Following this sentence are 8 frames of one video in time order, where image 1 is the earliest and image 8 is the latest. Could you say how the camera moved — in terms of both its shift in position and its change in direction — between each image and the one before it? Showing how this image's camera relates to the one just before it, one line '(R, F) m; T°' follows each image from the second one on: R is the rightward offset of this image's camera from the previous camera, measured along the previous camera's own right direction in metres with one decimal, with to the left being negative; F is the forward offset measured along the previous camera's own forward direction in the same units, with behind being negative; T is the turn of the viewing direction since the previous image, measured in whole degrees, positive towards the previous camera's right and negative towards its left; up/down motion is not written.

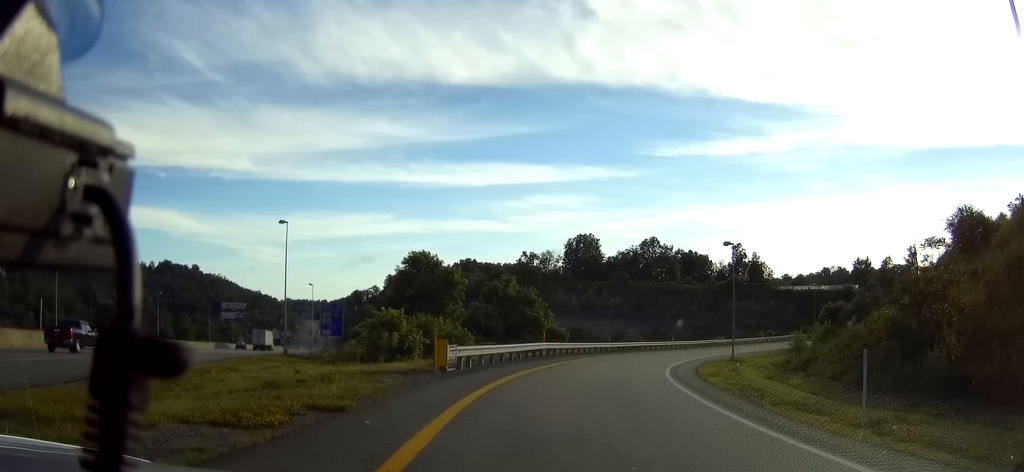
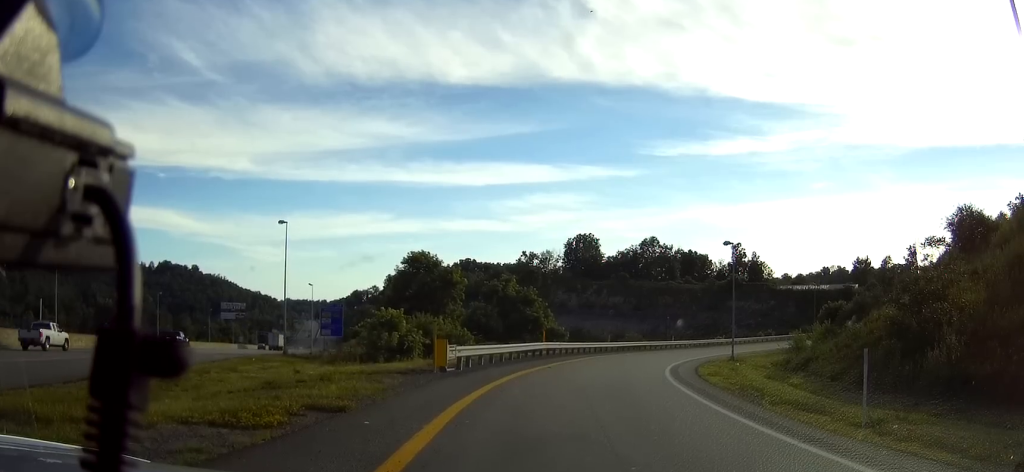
(0.0, 0.0) m; 0°
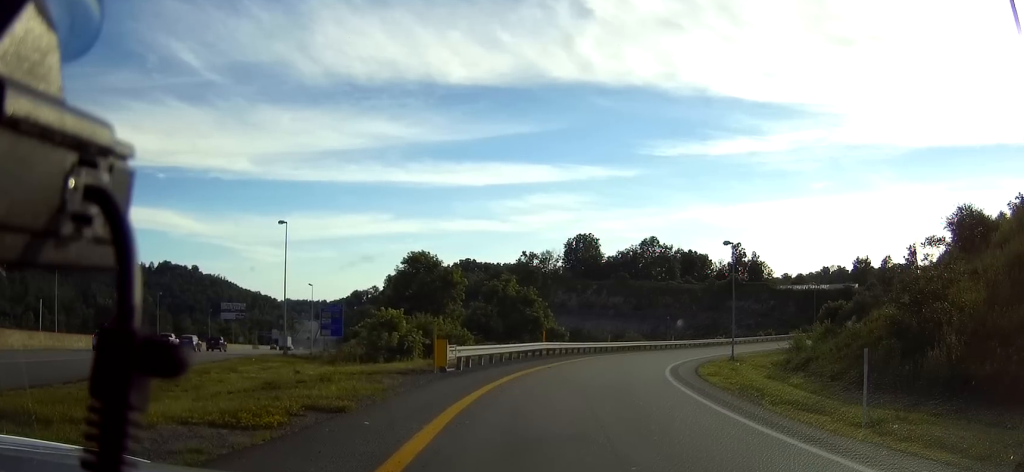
(0.0, 0.0) m; 0°
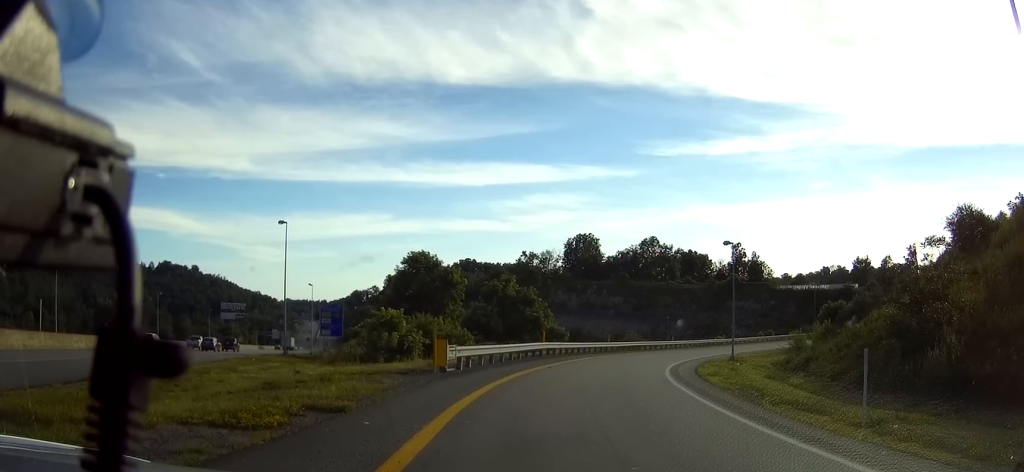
(0.0, 0.0) m; 0°
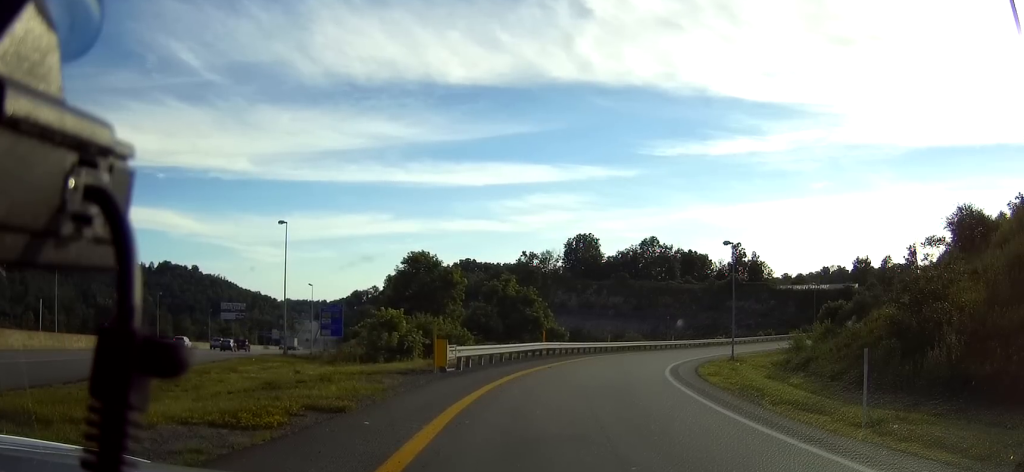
(0.0, 0.0) m; 0°
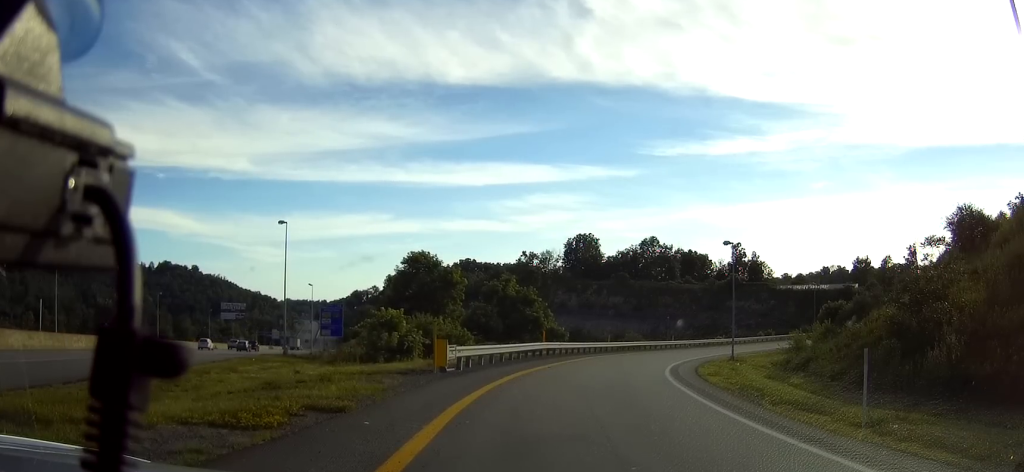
(0.0, 0.0) m; 0°
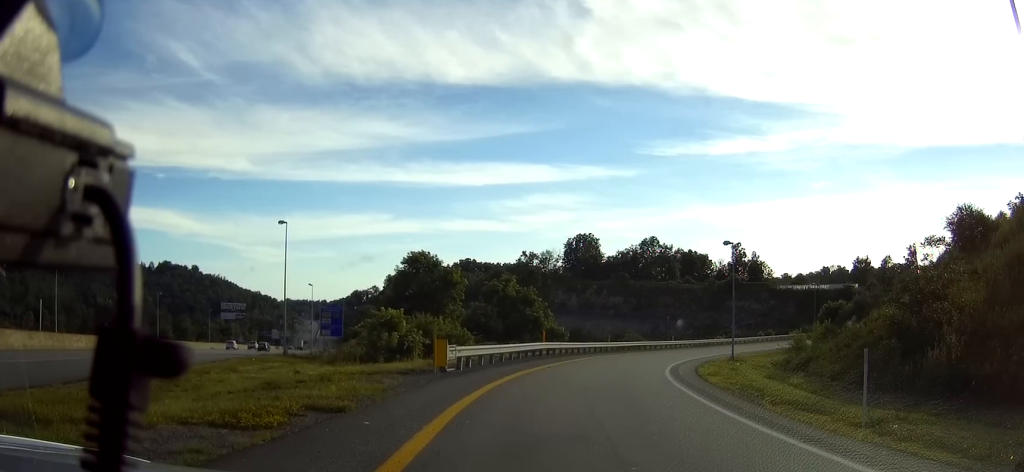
(0.0, 0.0) m; 0°
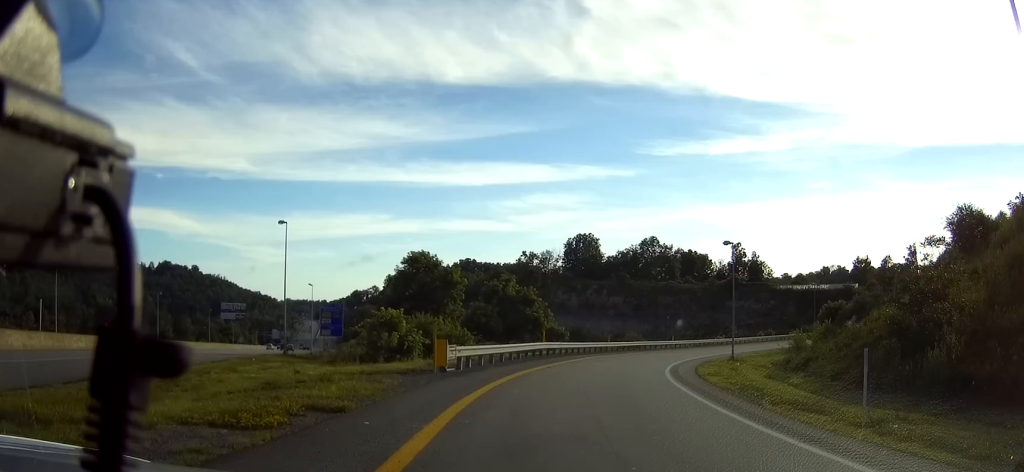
(0.0, 0.0) m; 0°
